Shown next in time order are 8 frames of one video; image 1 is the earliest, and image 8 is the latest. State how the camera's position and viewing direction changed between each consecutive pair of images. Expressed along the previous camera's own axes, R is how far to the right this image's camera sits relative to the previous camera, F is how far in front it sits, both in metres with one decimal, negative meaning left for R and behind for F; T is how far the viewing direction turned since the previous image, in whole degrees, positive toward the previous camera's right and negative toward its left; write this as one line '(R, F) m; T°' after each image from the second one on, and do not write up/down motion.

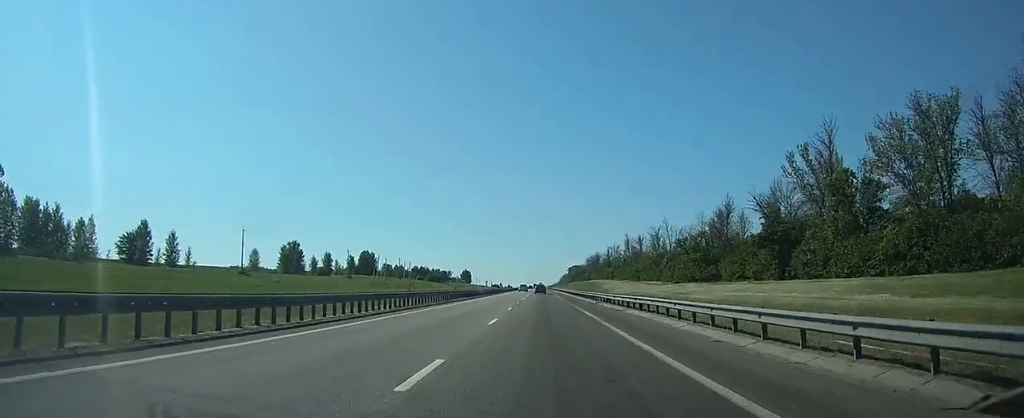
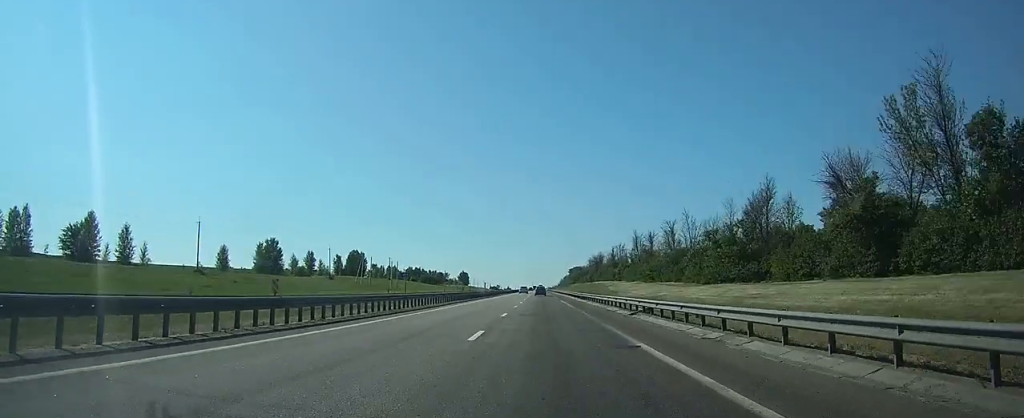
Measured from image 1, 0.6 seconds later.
(0.0, +17.0) m; 0°
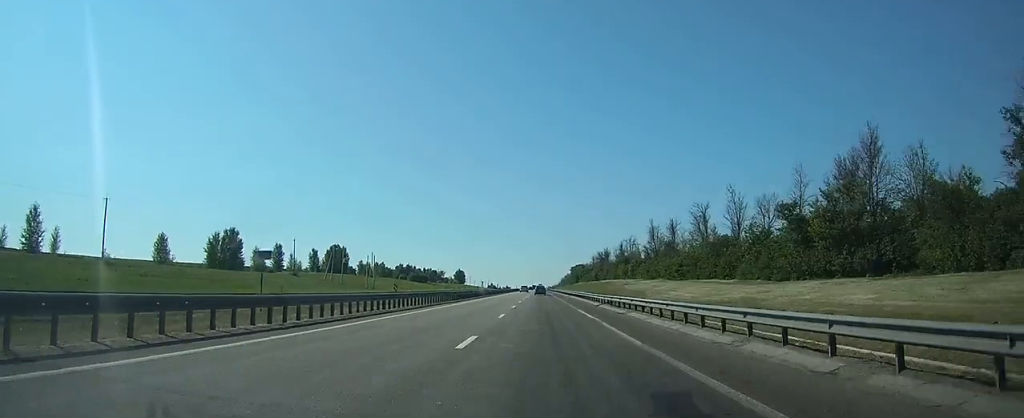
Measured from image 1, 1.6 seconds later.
(0.0, +25.9) m; 0°
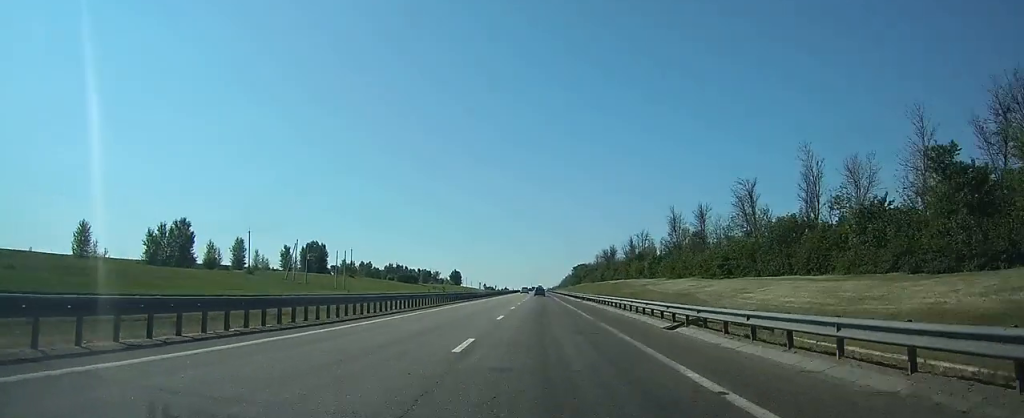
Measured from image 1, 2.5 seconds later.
(-0.1, +24.0) m; 0°
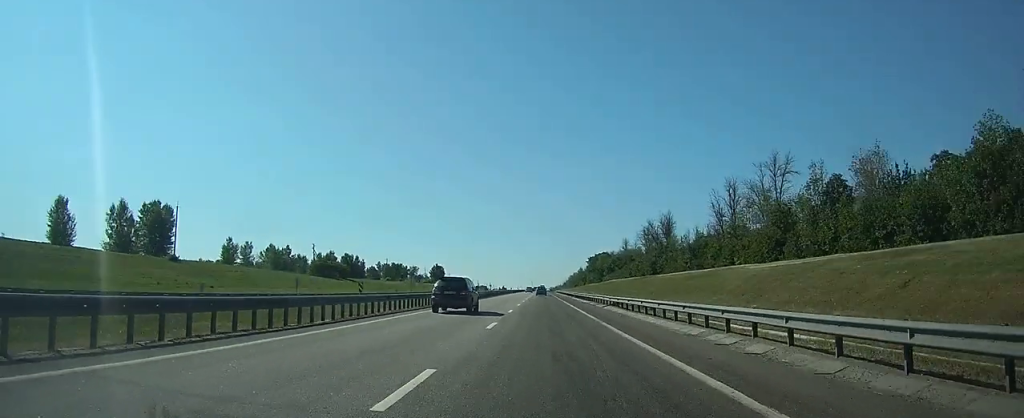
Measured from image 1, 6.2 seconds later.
(0.0, +93.0) m; 0°
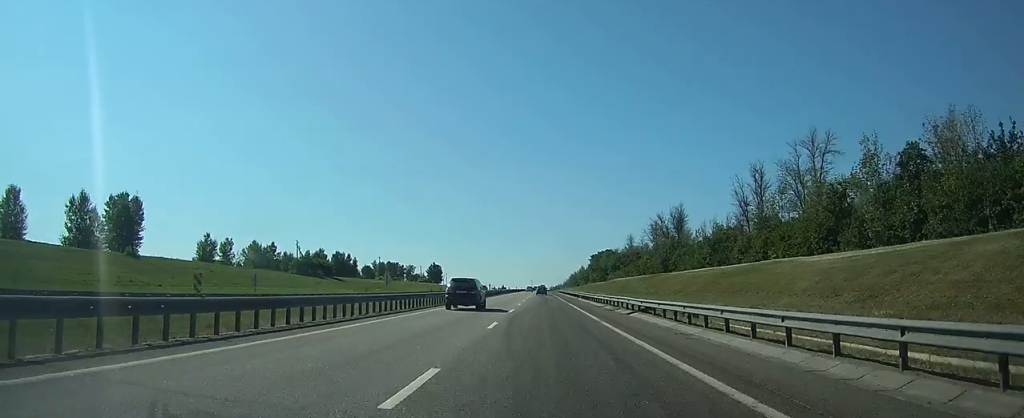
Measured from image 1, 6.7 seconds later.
(0.0, +10.1) m; 0°
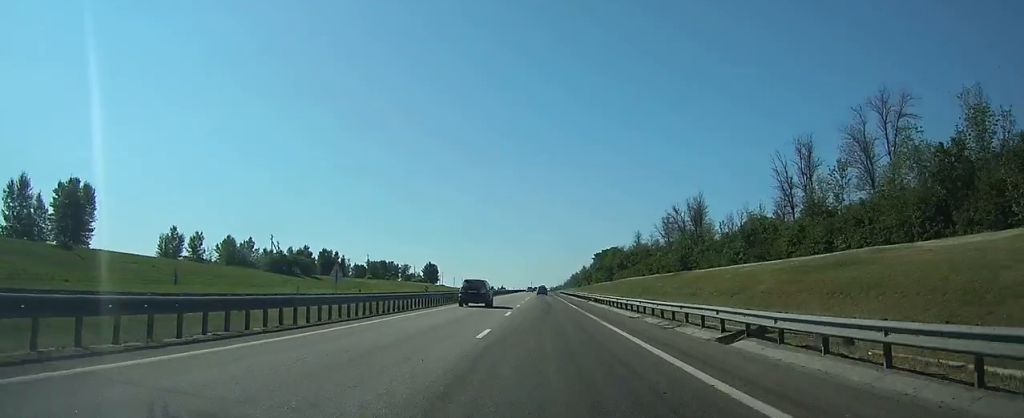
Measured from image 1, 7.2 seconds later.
(0.0, +14.5) m; 0°
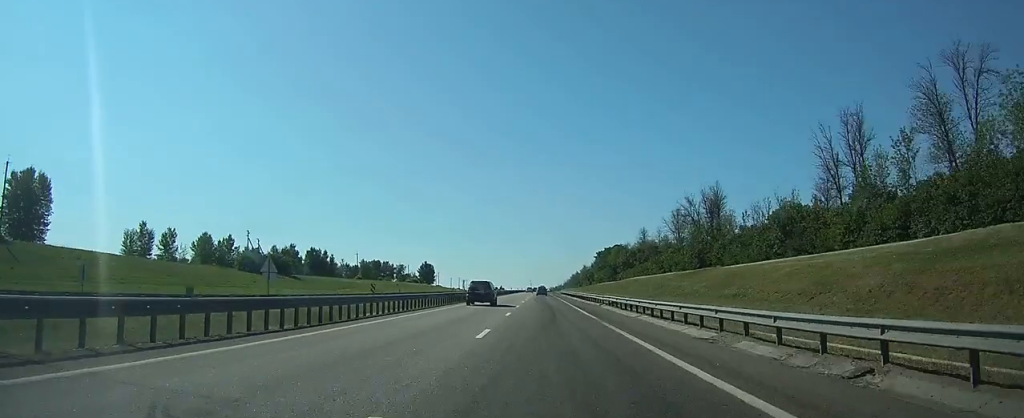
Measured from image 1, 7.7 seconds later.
(0.0, +11.1) m; 0°
